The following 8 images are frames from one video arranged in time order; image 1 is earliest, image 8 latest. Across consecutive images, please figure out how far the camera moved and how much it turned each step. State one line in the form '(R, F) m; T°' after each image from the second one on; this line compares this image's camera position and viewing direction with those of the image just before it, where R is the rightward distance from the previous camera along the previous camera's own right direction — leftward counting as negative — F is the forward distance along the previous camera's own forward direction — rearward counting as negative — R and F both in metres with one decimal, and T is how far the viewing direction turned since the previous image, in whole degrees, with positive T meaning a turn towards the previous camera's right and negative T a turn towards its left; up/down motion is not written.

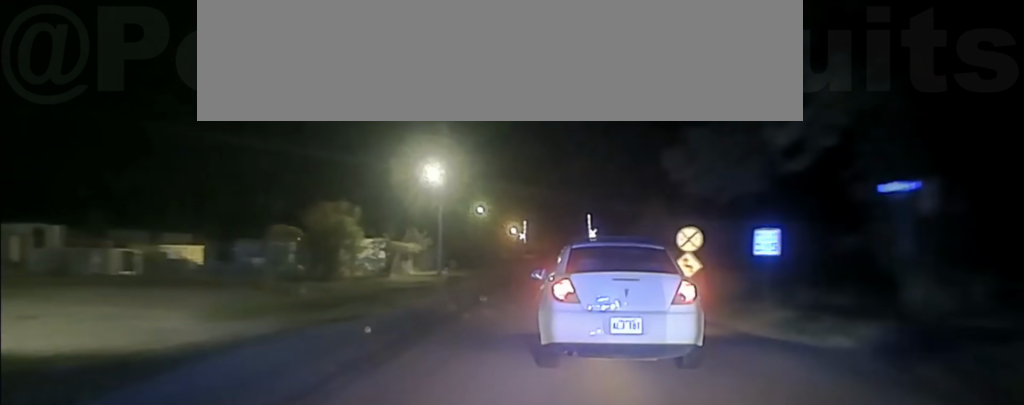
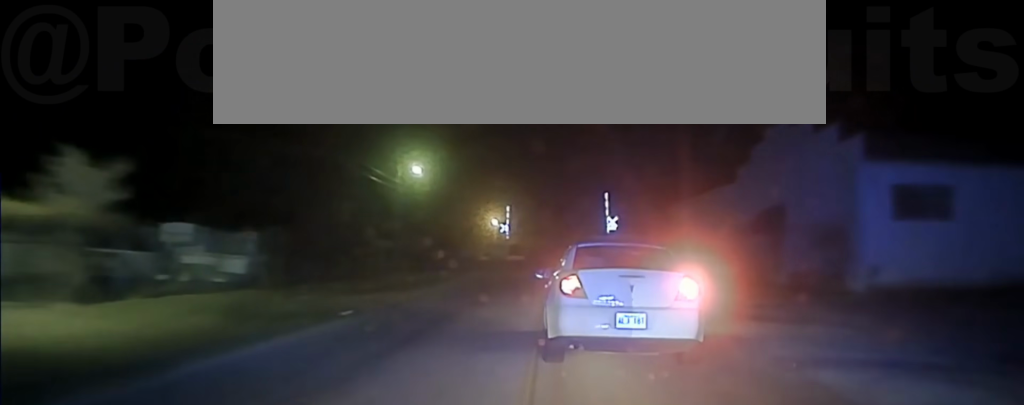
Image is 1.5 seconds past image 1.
(-0.4, +51.7) m; -1°
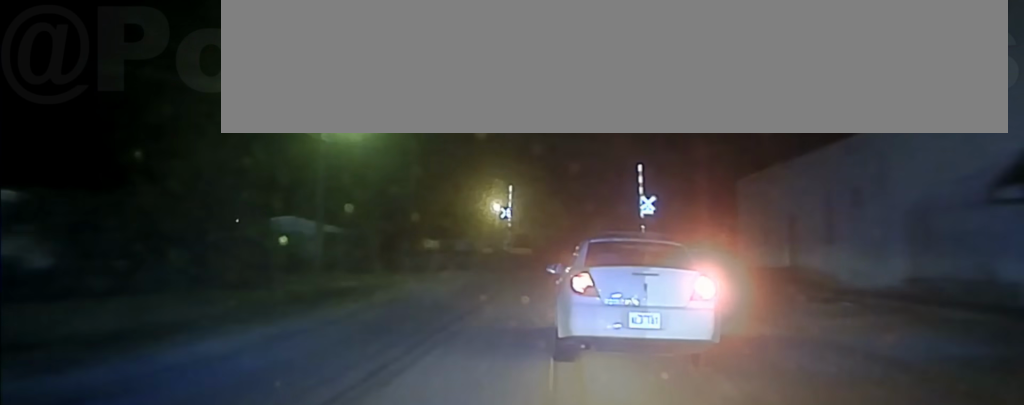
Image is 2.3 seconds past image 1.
(-0.2, +25.6) m; 0°
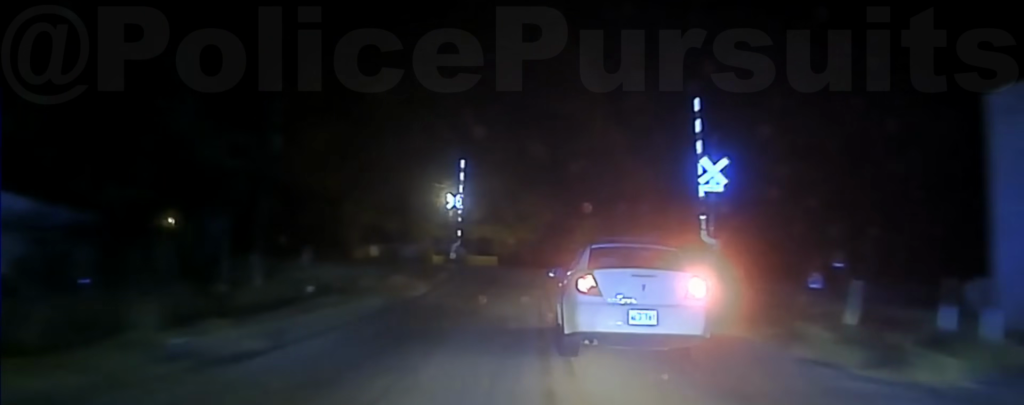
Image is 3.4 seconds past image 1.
(+0.4, +38.1) m; +1°
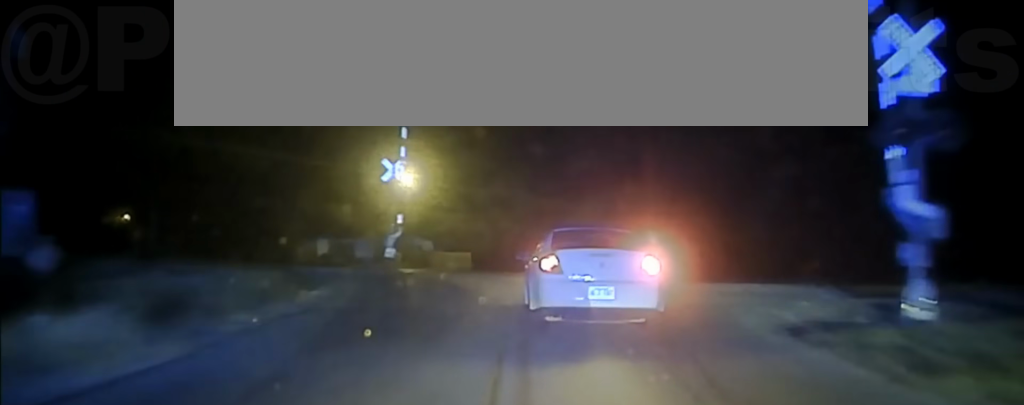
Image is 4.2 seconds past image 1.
(0.0, +22.6) m; 0°
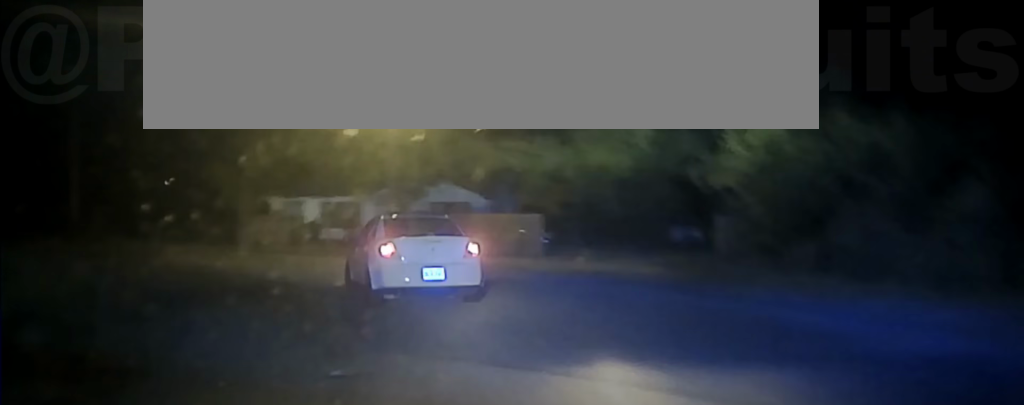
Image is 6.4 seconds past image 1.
(-0.3, +35.7) m; -7°
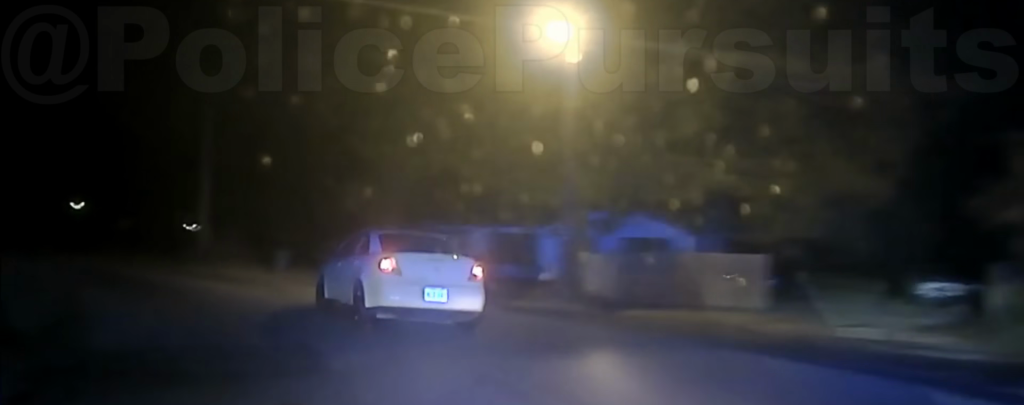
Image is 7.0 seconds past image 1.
(-0.4, +7.6) m; -9°
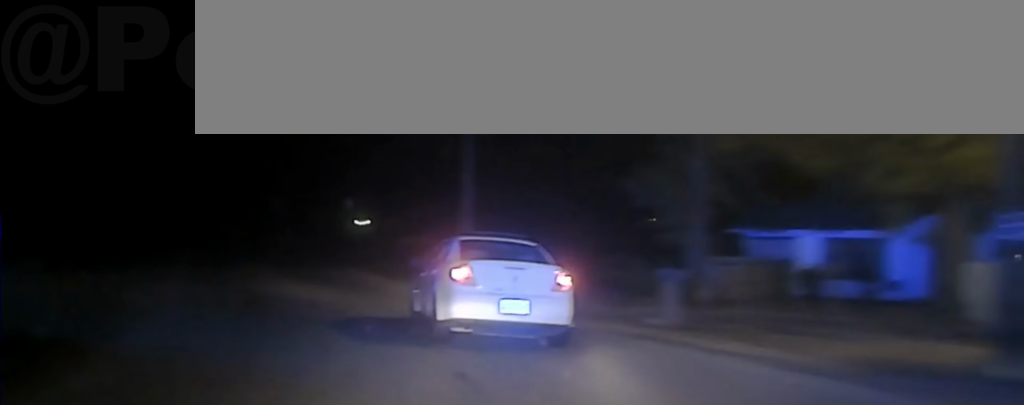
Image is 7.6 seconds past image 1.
(-0.8, +7.6) m; -12°
